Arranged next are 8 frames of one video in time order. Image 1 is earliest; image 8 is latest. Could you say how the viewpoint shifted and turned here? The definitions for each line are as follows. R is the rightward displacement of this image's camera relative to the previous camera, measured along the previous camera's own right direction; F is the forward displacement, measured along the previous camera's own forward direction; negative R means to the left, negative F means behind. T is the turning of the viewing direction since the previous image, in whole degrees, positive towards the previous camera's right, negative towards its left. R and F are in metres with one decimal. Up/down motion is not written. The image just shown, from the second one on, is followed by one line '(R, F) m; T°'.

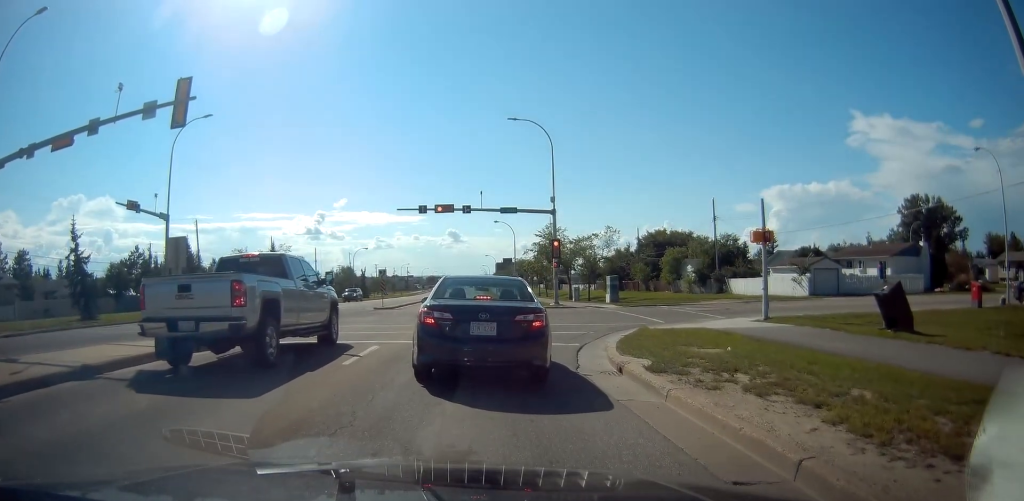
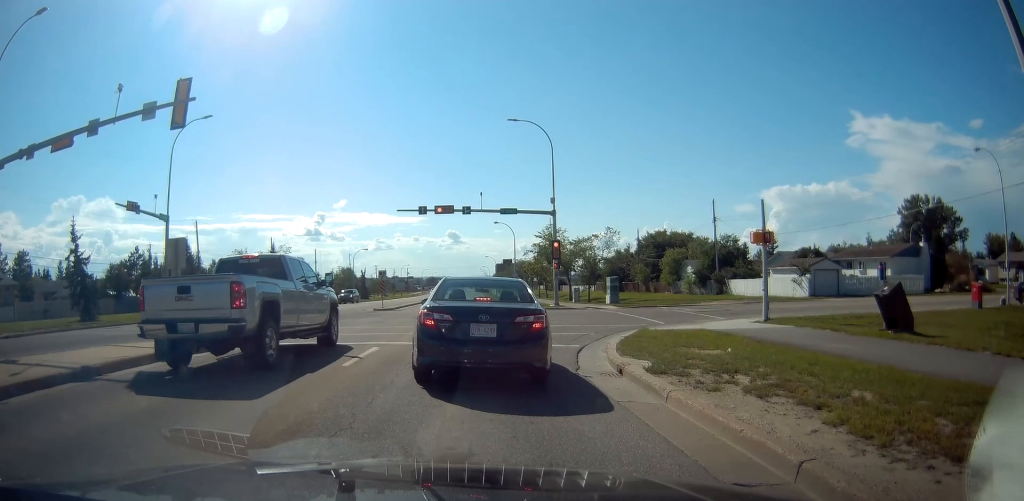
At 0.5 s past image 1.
(0.0, 0.0) m; 0°
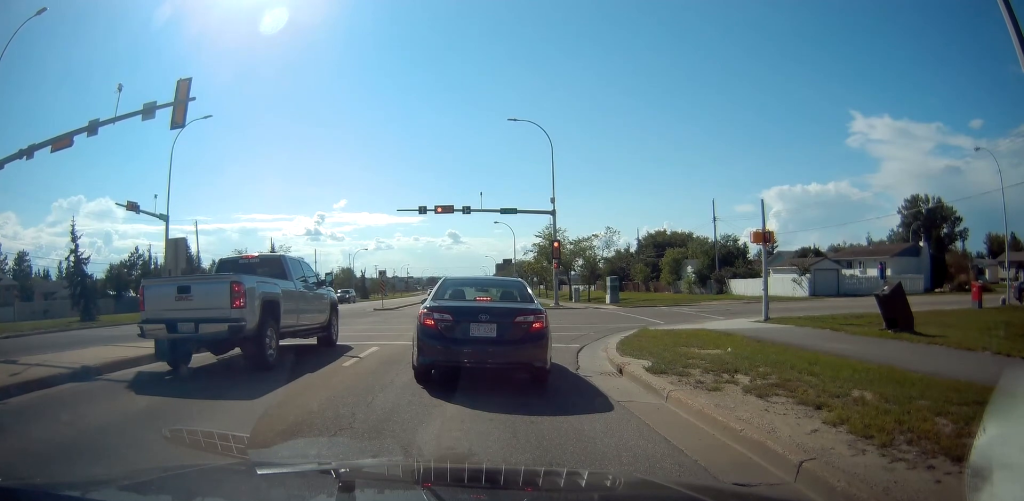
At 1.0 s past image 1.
(0.0, 0.0) m; 0°
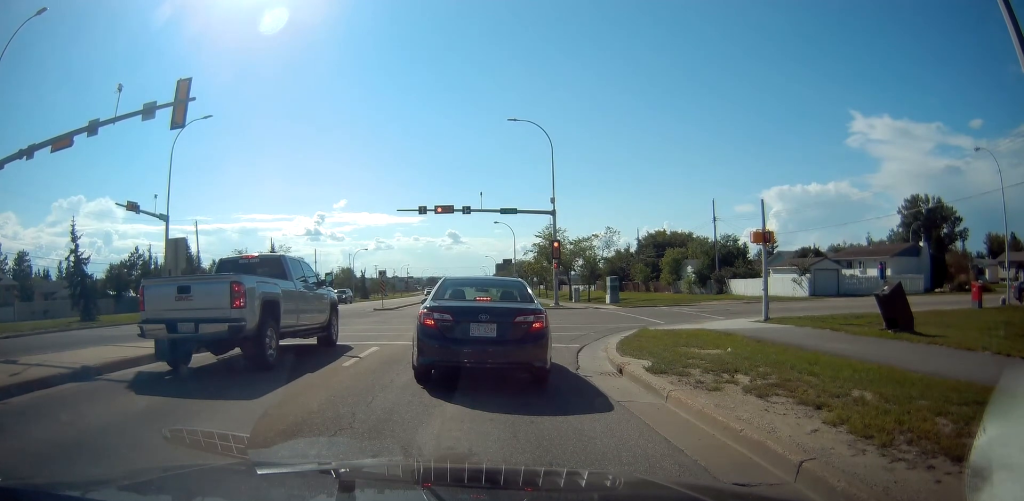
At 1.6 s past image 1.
(0.0, 0.0) m; 0°
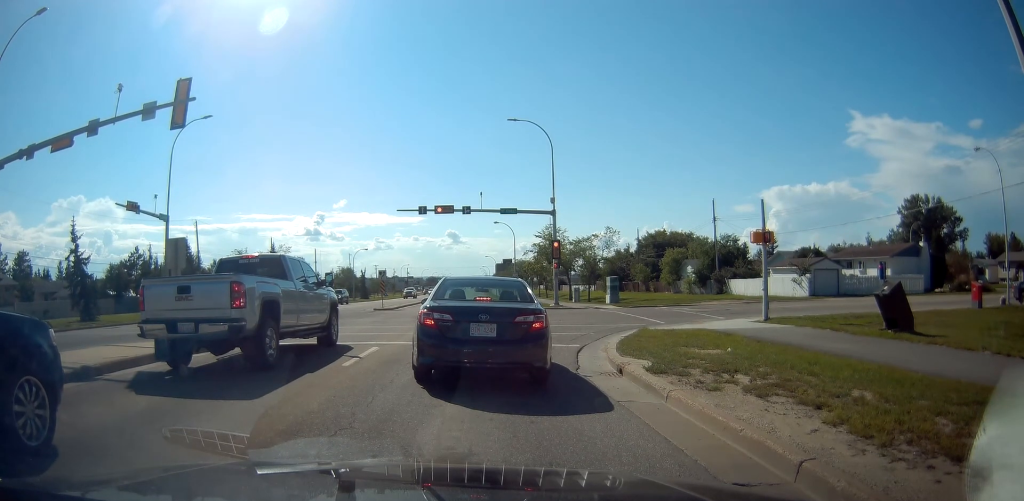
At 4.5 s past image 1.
(0.0, 0.0) m; 0°
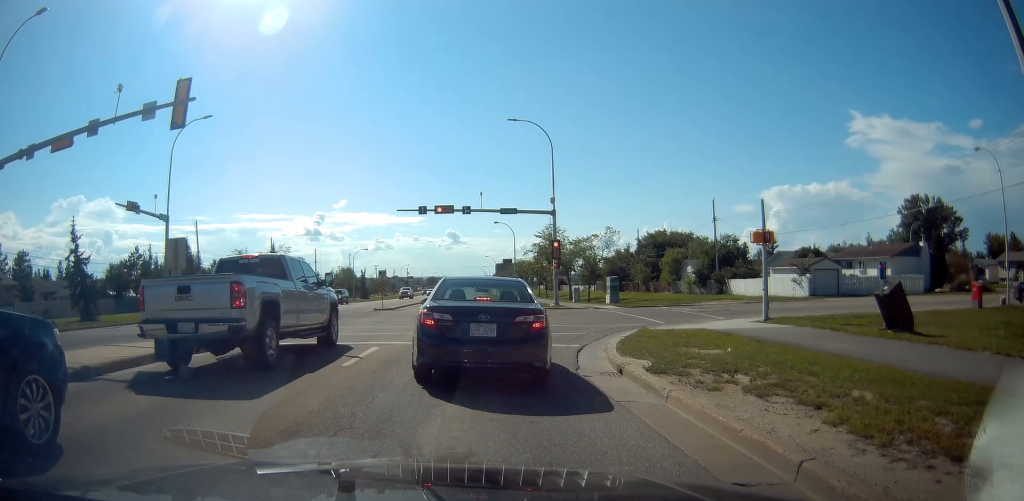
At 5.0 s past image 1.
(0.0, 0.0) m; 0°
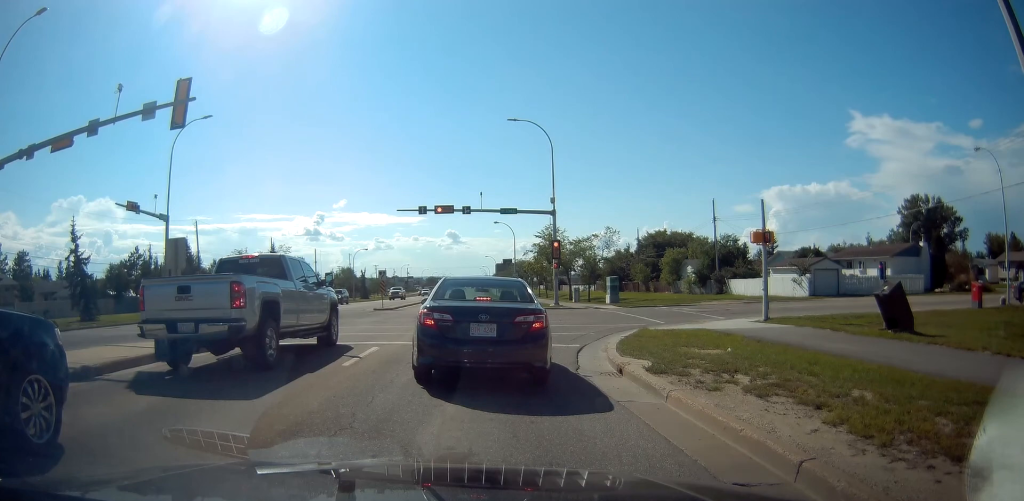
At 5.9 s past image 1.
(0.0, 0.0) m; 0°
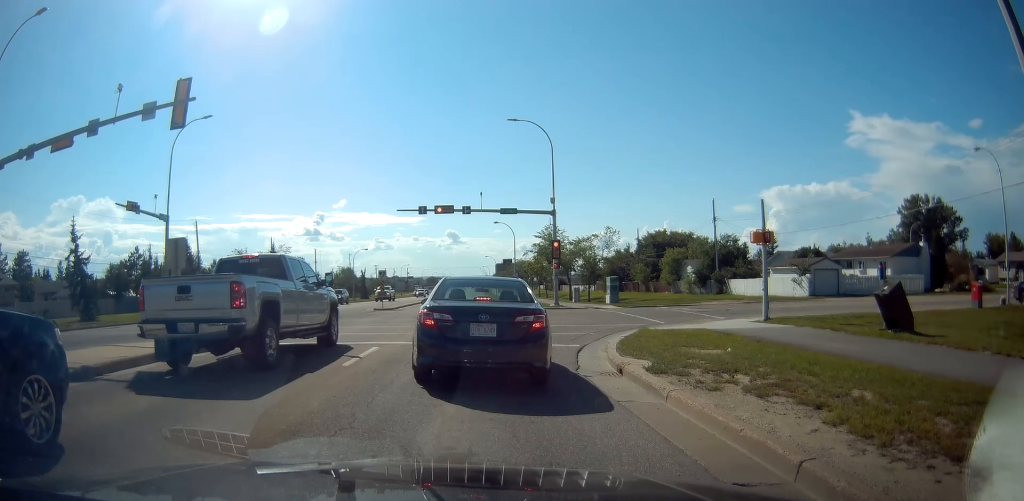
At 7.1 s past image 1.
(0.0, 0.0) m; 0°
